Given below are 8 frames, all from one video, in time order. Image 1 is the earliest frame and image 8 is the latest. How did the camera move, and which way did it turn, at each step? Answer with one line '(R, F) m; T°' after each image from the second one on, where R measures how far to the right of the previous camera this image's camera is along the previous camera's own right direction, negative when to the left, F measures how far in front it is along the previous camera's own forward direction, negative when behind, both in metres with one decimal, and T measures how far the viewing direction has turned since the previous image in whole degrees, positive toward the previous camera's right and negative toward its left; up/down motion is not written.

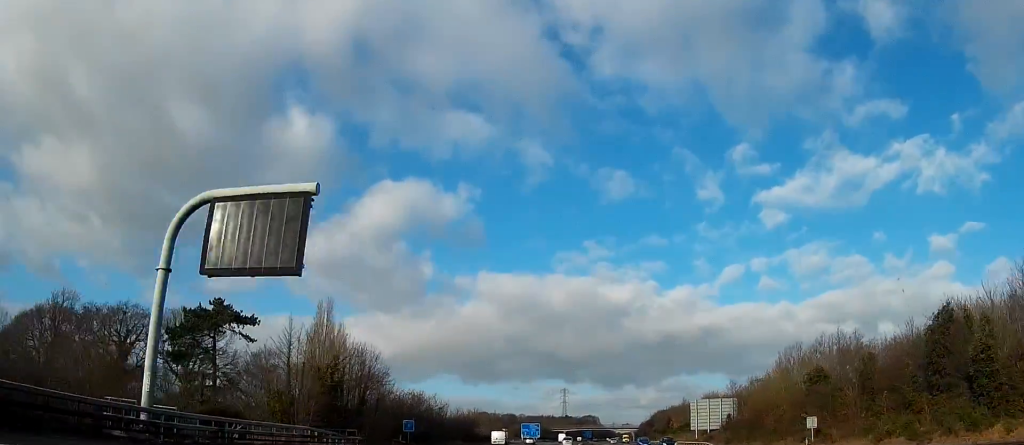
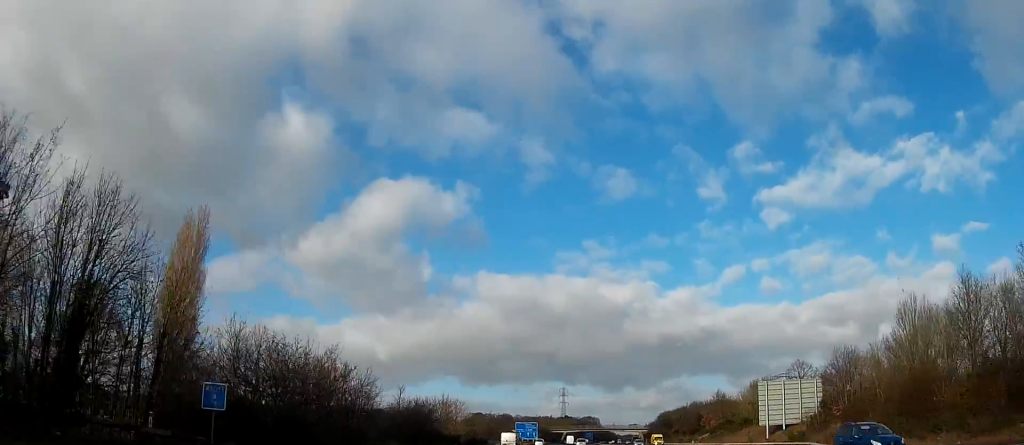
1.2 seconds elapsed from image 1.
(-0.1, +35.3) m; 0°
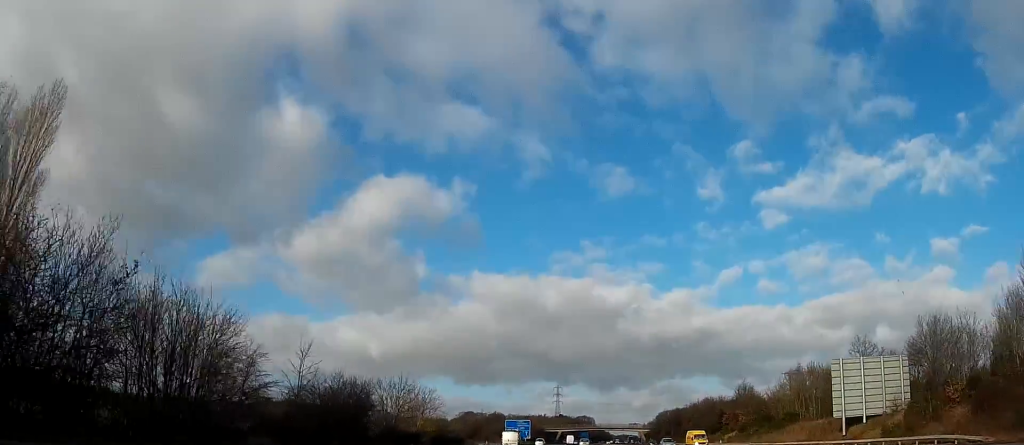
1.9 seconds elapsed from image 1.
(-0.1, +21.2) m; 0°
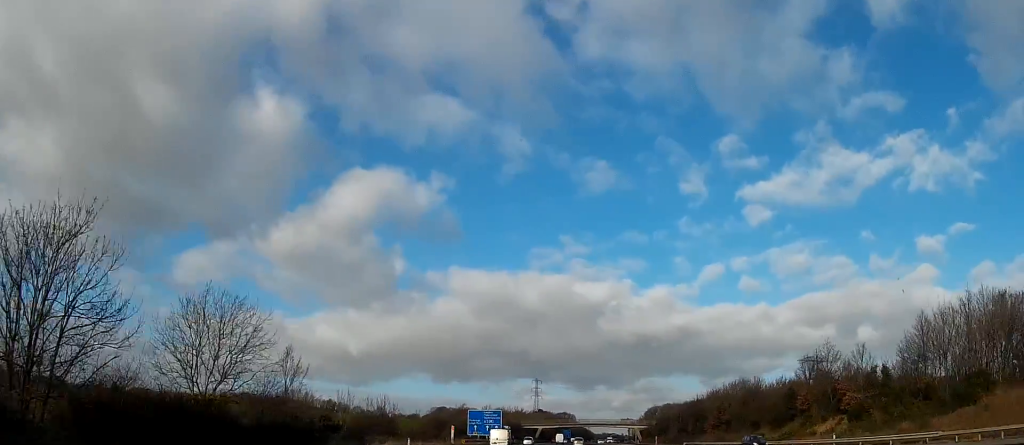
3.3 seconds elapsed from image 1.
(+0.6, +42.9) m; +2°
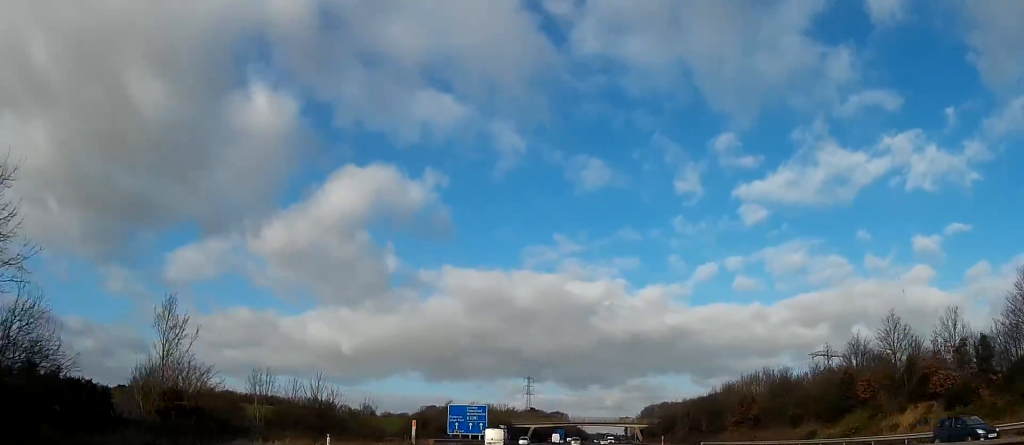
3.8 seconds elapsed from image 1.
(+0.1, +17.6) m; 0°
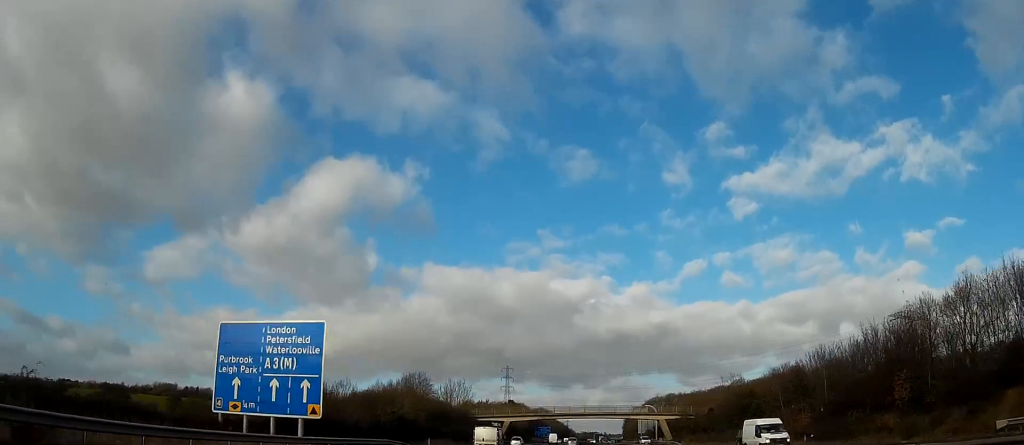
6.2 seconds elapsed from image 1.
(+0.5, +73.4) m; +1°
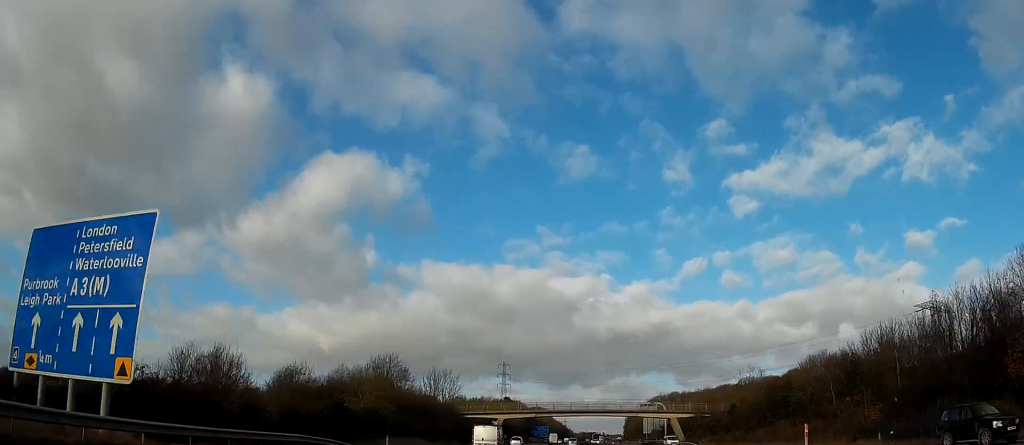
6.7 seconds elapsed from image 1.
(0.0, +15.2) m; 0°
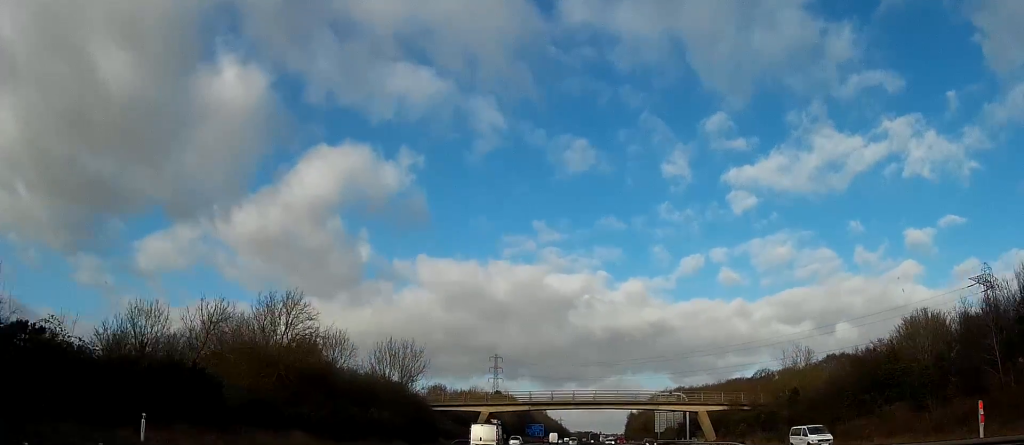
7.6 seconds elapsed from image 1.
(+0.1, +27.2) m; +1°
